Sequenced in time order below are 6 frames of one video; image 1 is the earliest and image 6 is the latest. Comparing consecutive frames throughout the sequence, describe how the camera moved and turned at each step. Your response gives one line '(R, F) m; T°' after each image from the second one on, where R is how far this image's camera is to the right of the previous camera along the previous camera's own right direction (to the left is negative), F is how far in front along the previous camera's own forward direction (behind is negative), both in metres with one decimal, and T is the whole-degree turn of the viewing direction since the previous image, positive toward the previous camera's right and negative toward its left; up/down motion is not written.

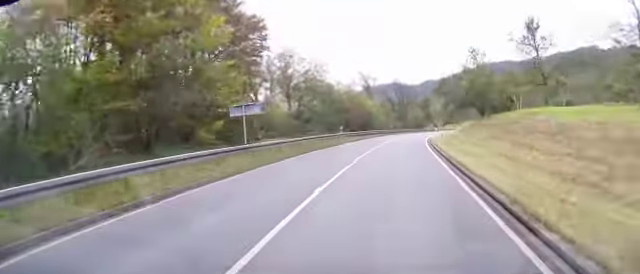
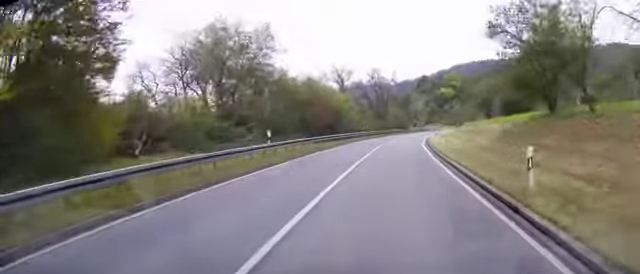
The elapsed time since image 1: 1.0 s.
(+0.4, +20.2) m; +3°
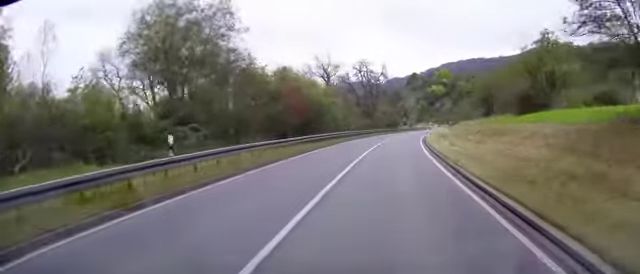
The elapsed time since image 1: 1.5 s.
(+0.2, +9.4) m; +1°
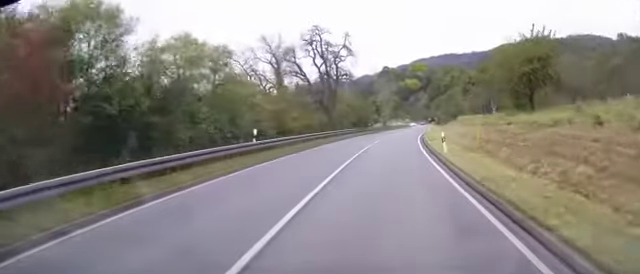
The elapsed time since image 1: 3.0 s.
(+1.1, +30.9) m; +4°
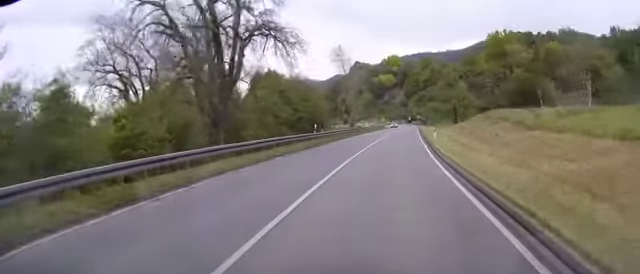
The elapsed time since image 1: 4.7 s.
(+1.0, +33.6) m; +3°
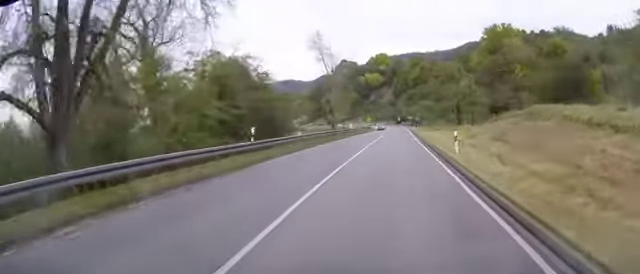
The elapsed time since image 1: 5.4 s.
(+0.1, +14.0) m; +1°
